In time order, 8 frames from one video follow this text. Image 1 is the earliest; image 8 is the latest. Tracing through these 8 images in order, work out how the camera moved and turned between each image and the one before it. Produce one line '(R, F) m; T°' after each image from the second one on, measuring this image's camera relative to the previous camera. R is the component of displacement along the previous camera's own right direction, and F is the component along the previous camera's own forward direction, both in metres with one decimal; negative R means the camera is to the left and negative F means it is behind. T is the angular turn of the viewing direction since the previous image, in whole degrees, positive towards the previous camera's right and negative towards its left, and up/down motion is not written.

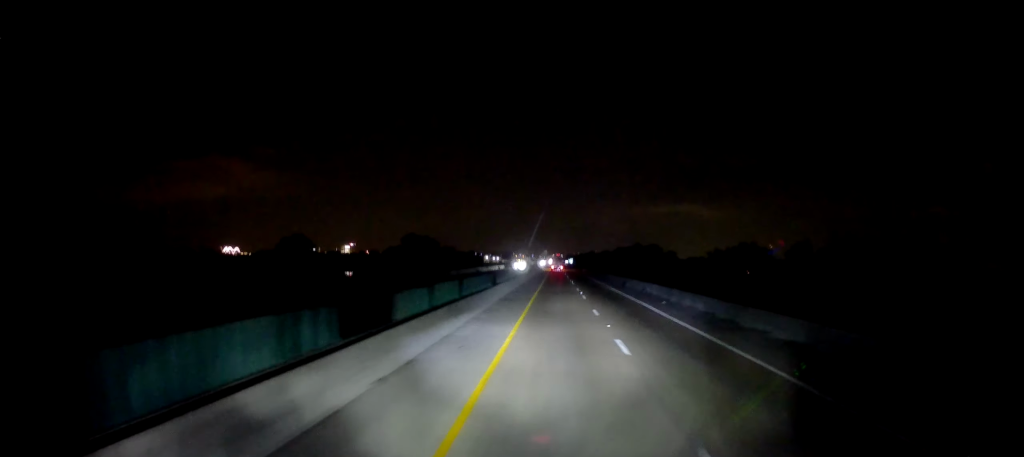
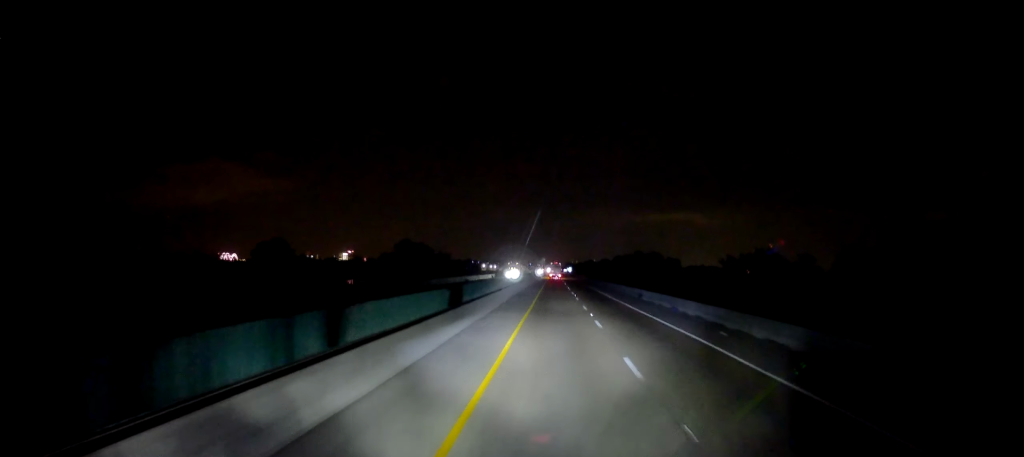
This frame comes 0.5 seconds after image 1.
(-0.3, +15.2) m; 0°
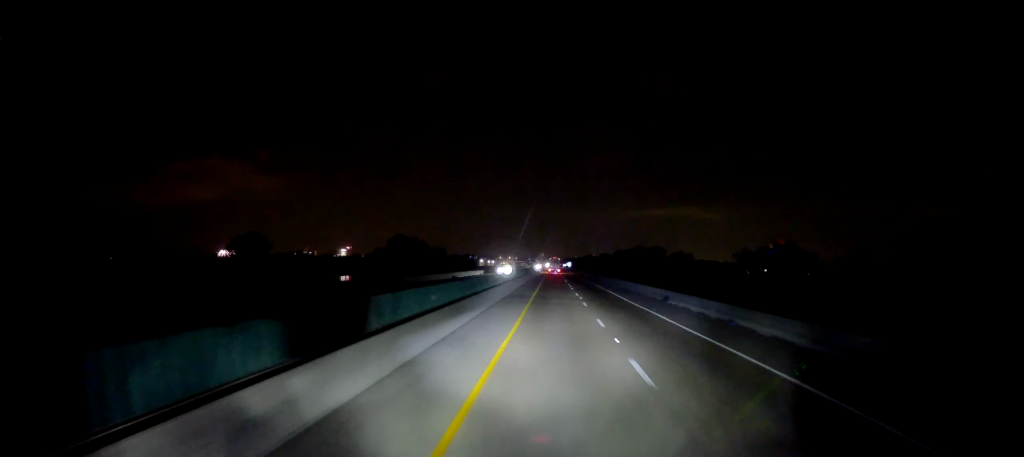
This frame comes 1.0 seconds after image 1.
(+0.2, +13.8) m; 0°
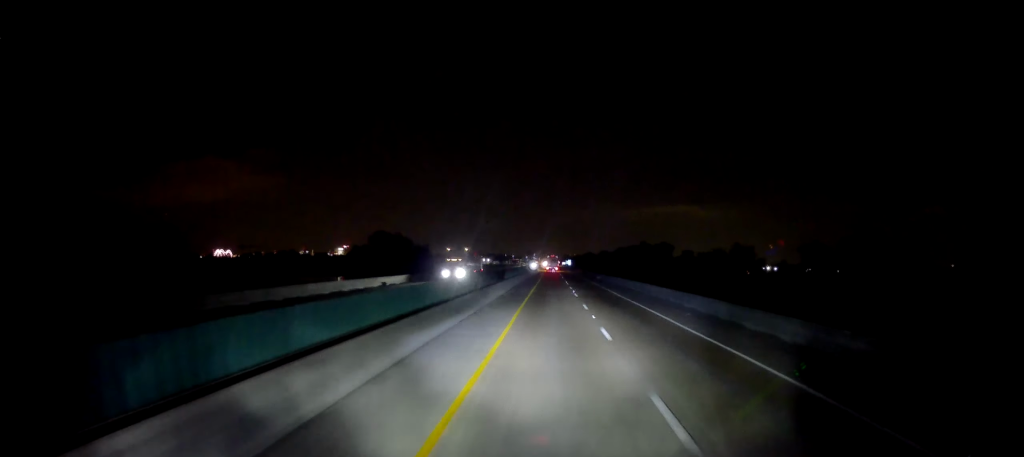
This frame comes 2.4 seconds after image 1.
(+0.4, +40.7) m; 0°
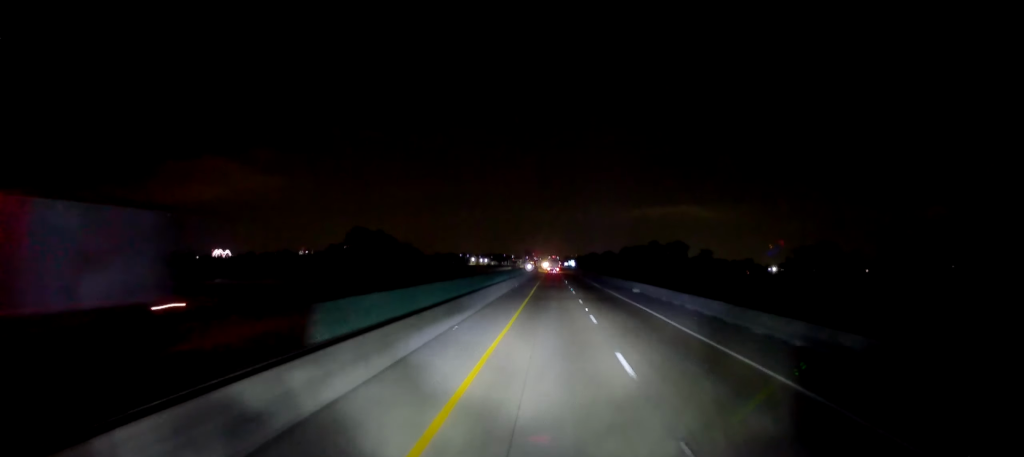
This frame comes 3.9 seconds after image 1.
(-0.2, +44.3) m; 0°
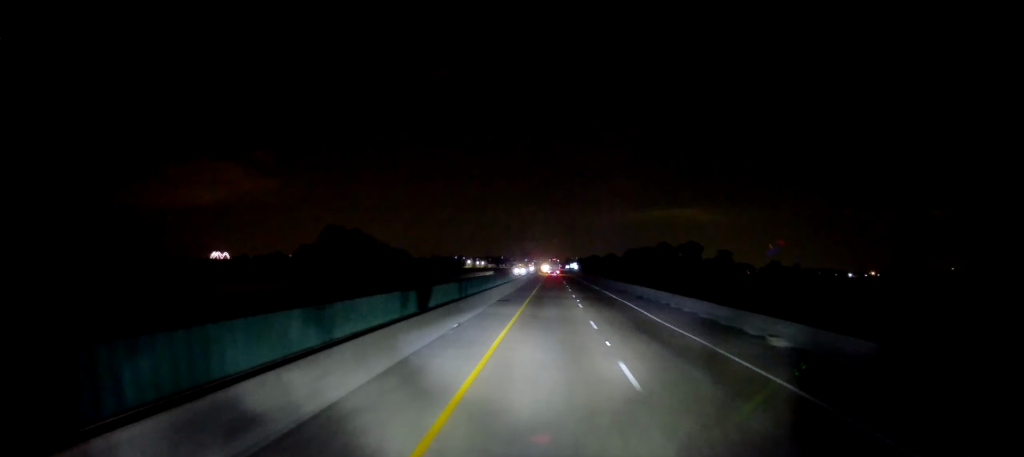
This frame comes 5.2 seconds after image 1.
(0.0, +37.7) m; 0°
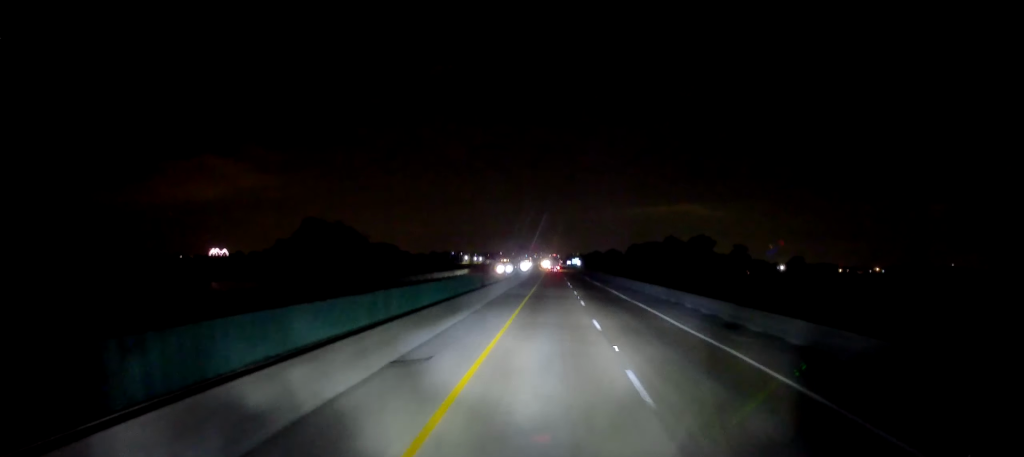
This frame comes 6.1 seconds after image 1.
(0.0, +25.3) m; +1°
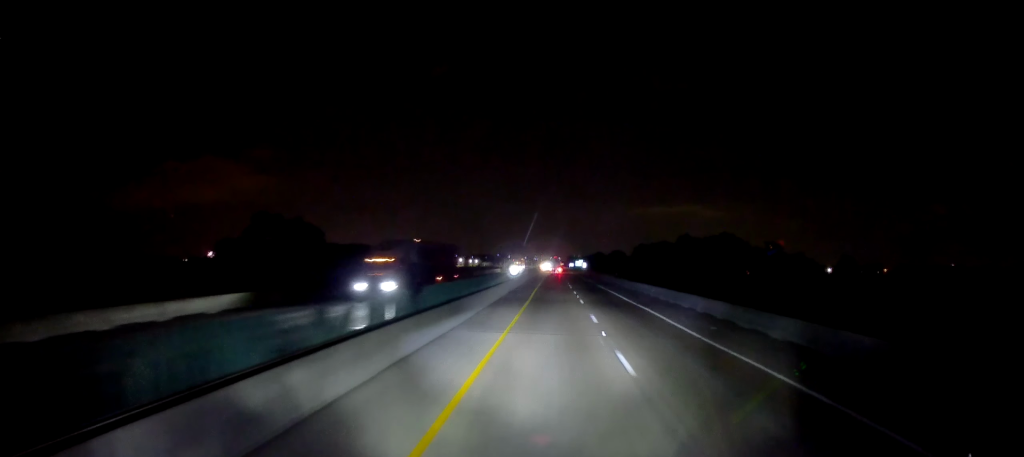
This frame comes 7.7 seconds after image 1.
(+0.5, +45.9) m; -1°
